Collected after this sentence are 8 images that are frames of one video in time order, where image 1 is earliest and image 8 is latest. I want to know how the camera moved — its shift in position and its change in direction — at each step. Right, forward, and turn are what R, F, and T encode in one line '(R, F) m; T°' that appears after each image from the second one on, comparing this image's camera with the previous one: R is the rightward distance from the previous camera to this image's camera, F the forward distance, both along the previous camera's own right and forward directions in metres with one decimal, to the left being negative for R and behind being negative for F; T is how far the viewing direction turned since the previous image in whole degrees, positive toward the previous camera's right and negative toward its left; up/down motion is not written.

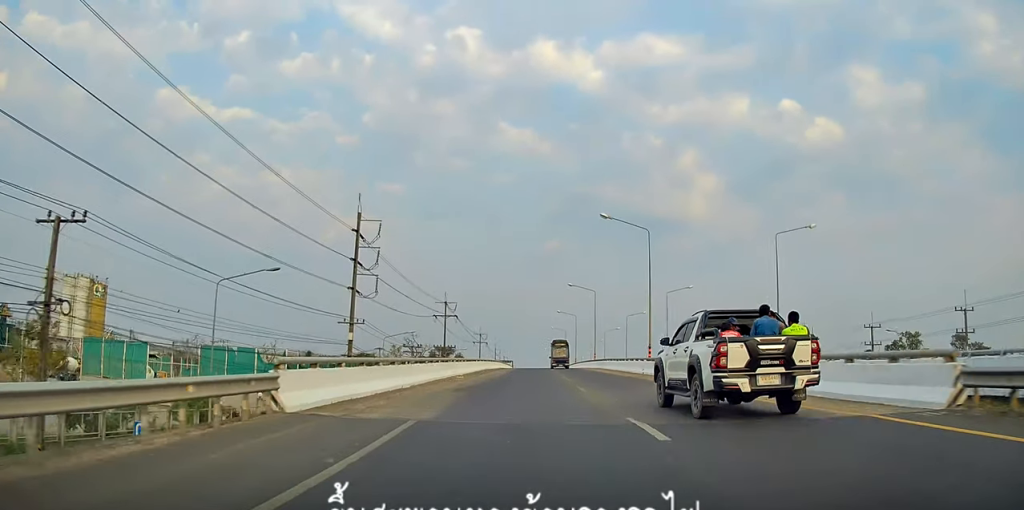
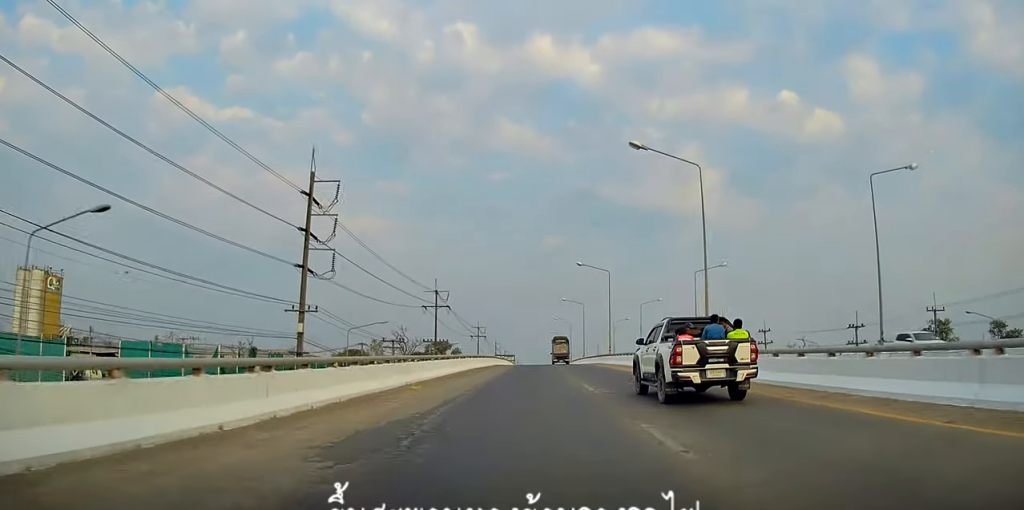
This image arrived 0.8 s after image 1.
(-0.1, +14.0) m; +1°
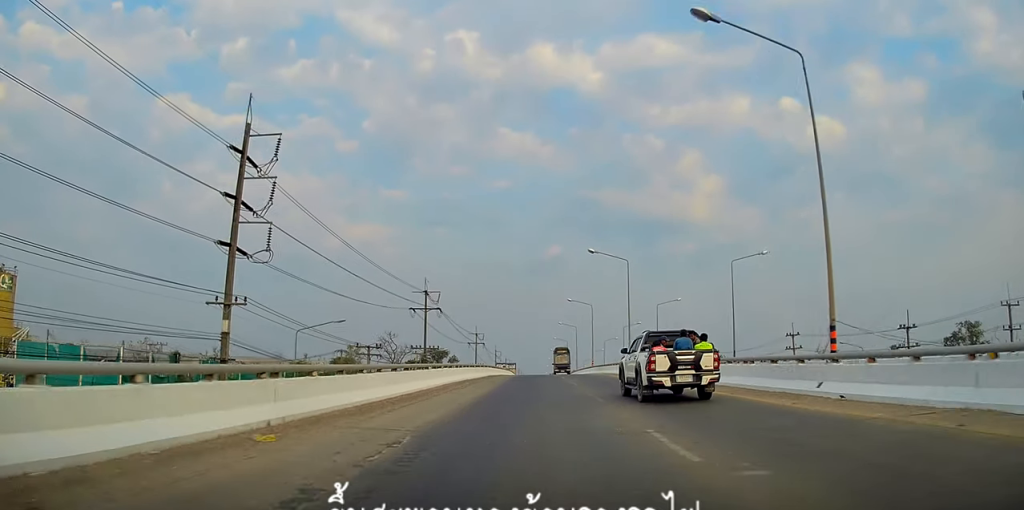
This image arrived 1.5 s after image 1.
(+0.1, +12.0) m; +2°
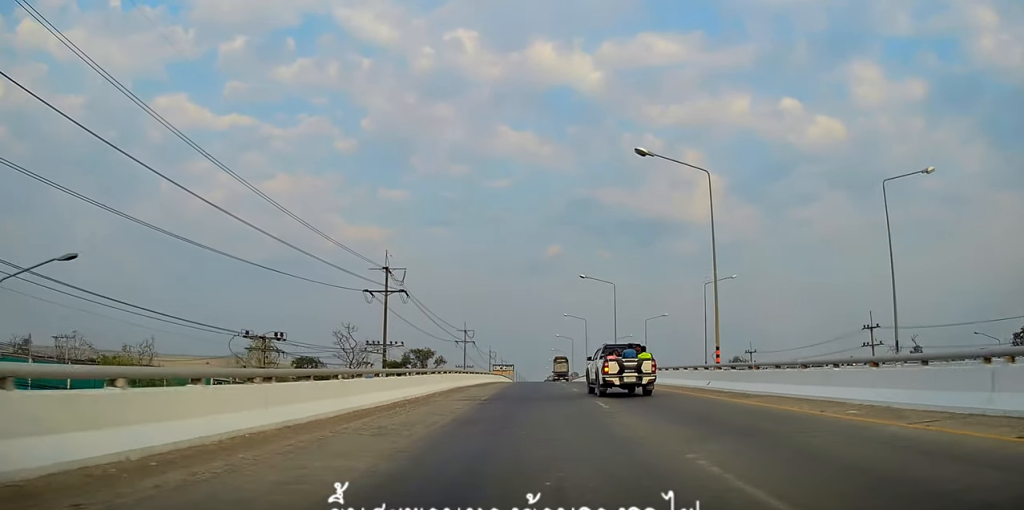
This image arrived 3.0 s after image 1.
(0.0, +25.6) m; -2°
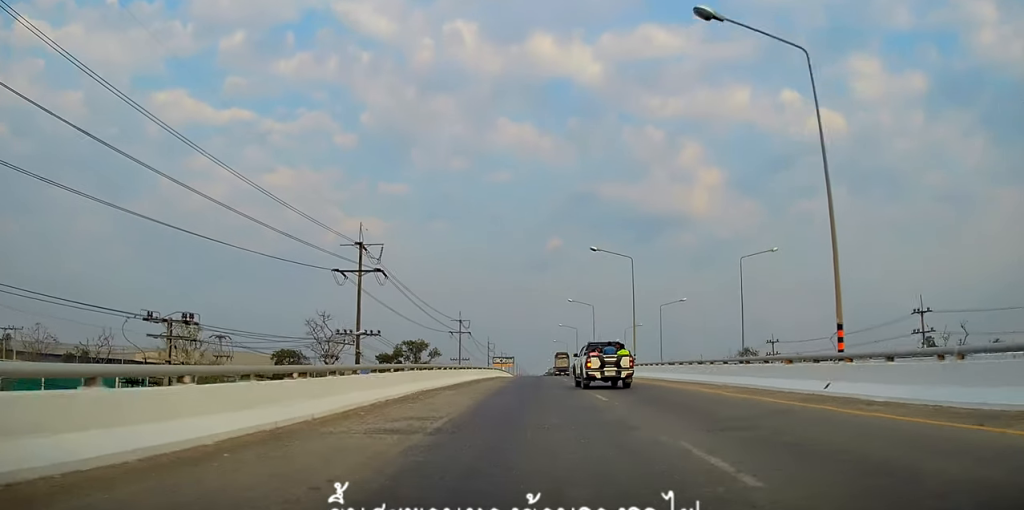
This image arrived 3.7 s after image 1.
(-0.1, +11.5) m; 0°
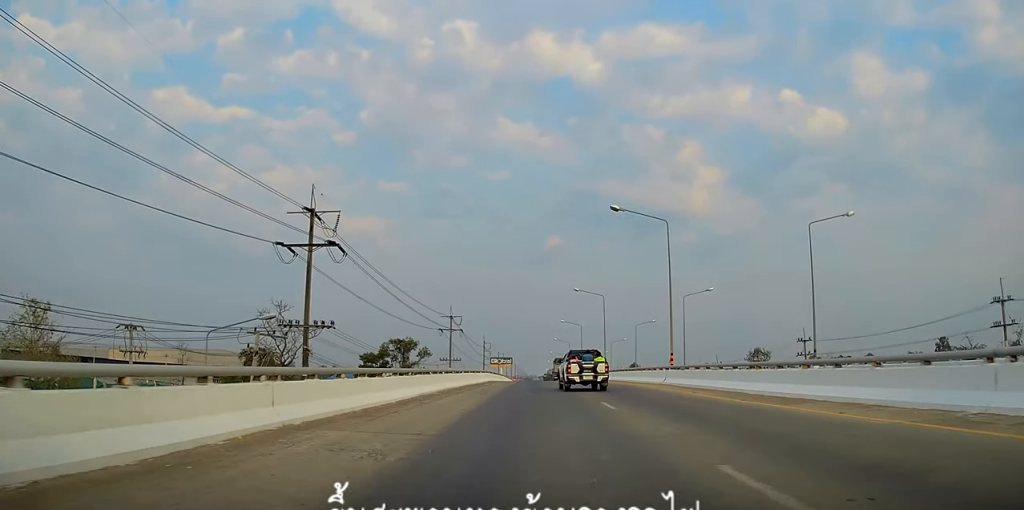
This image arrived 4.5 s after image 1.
(+0.1, +13.6) m; +2°
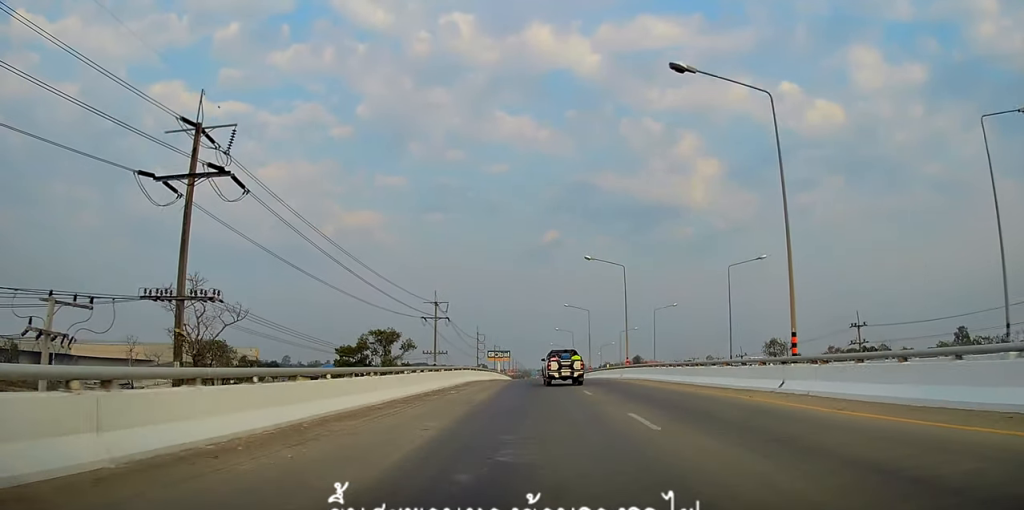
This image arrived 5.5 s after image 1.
(+0.3, +17.5) m; 0°
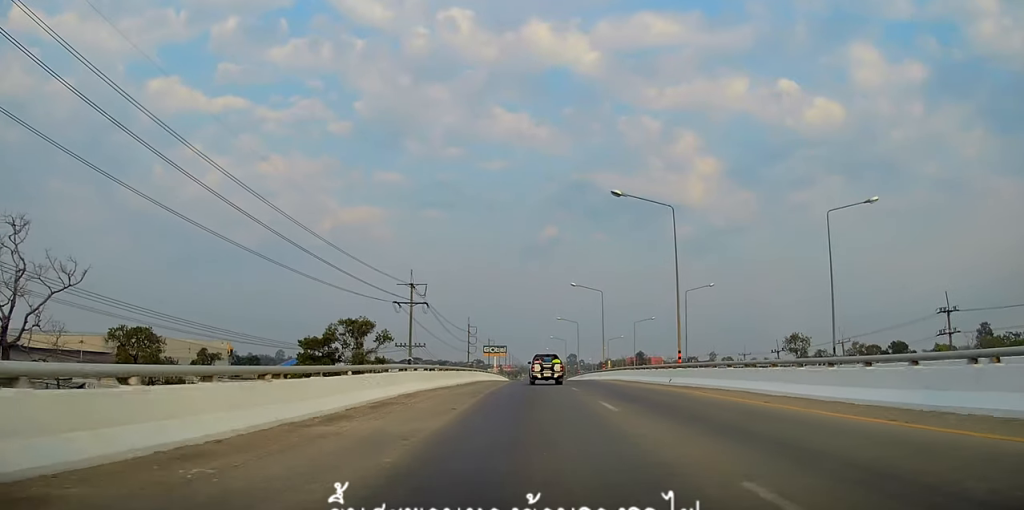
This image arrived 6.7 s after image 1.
(-0.2, +19.7) m; +1°
